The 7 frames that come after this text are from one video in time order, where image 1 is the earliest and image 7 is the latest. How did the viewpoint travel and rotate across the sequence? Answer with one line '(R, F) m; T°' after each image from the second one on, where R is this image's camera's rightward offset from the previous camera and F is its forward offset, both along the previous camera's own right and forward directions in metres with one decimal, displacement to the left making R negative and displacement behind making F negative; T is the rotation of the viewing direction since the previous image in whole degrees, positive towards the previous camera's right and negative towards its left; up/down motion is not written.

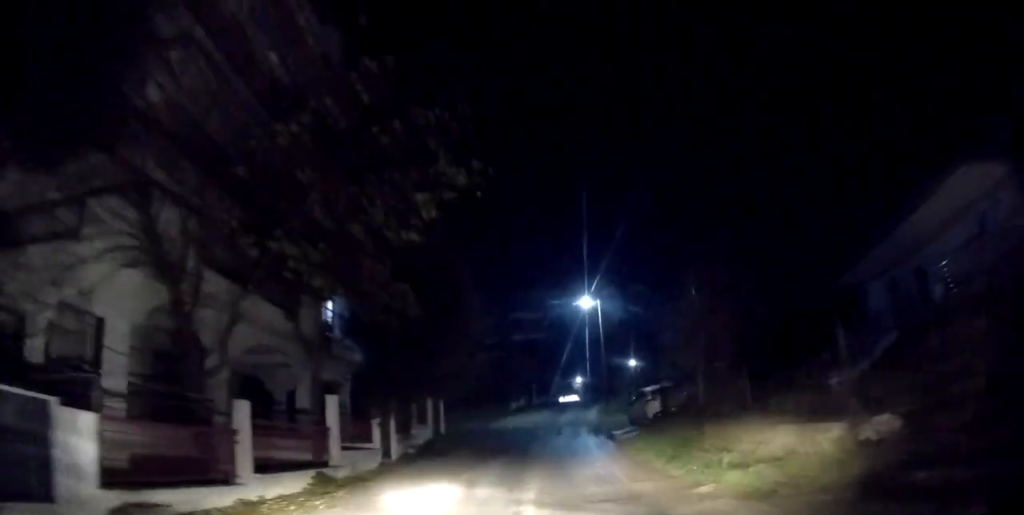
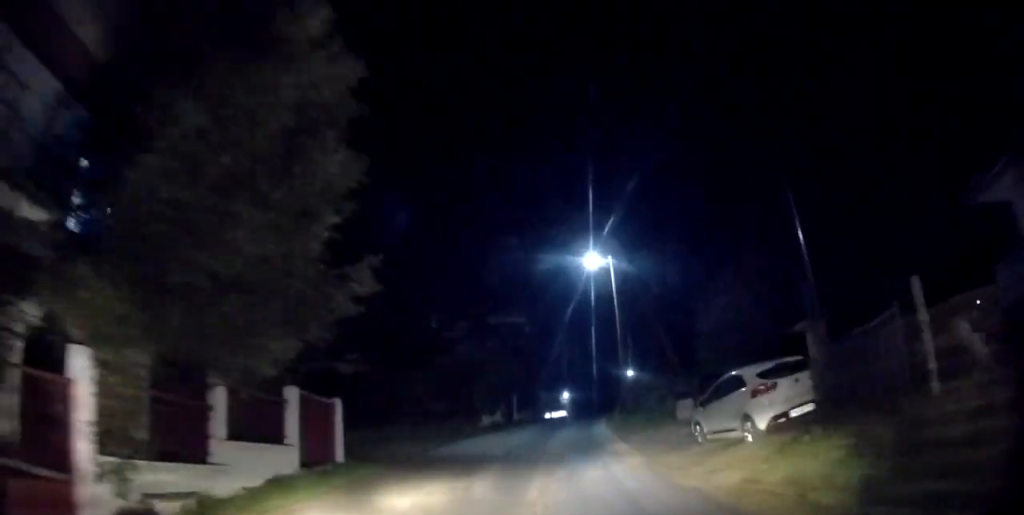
(+0.1, +11.6) m; -2°
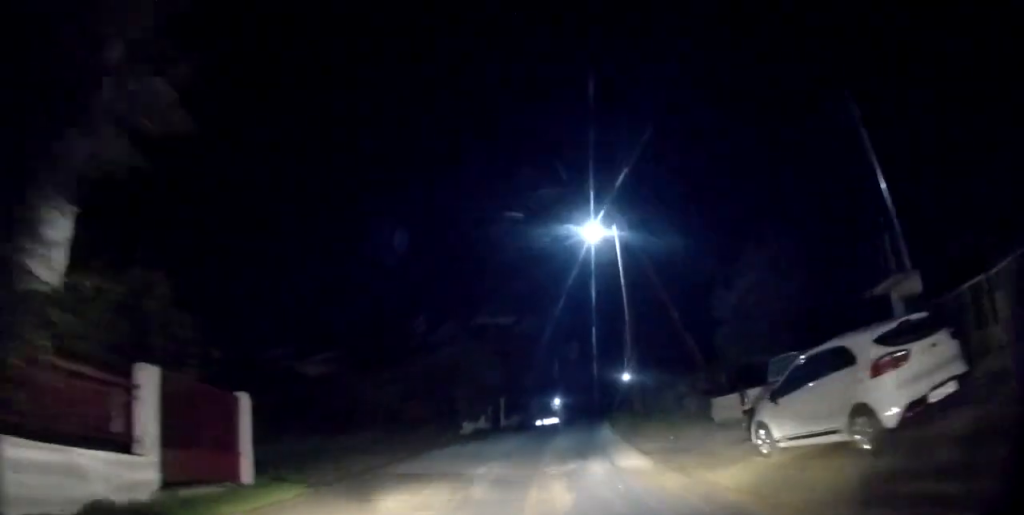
(-0.3, +4.1) m; +1°
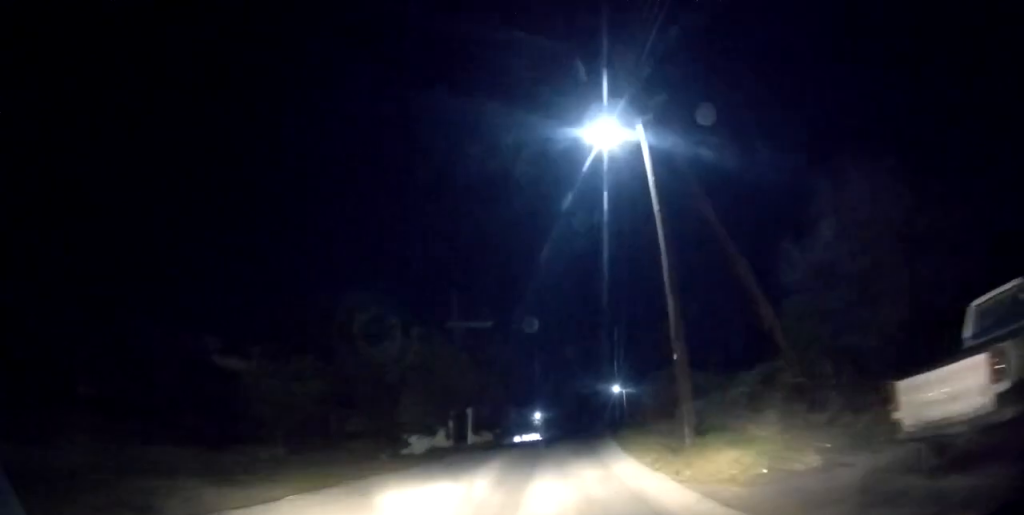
(+0.1, +7.1) m; +3°
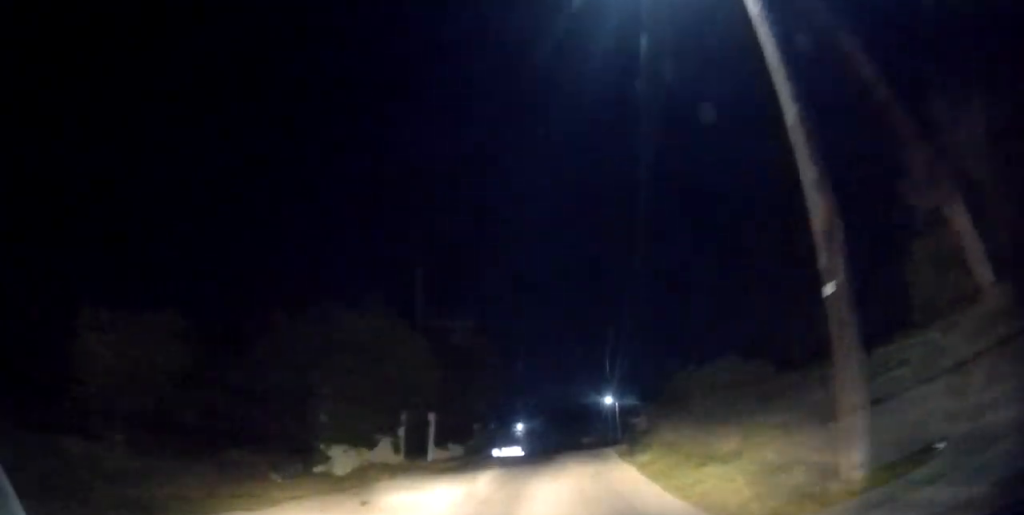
(+0.5, +6.0) m; +2°
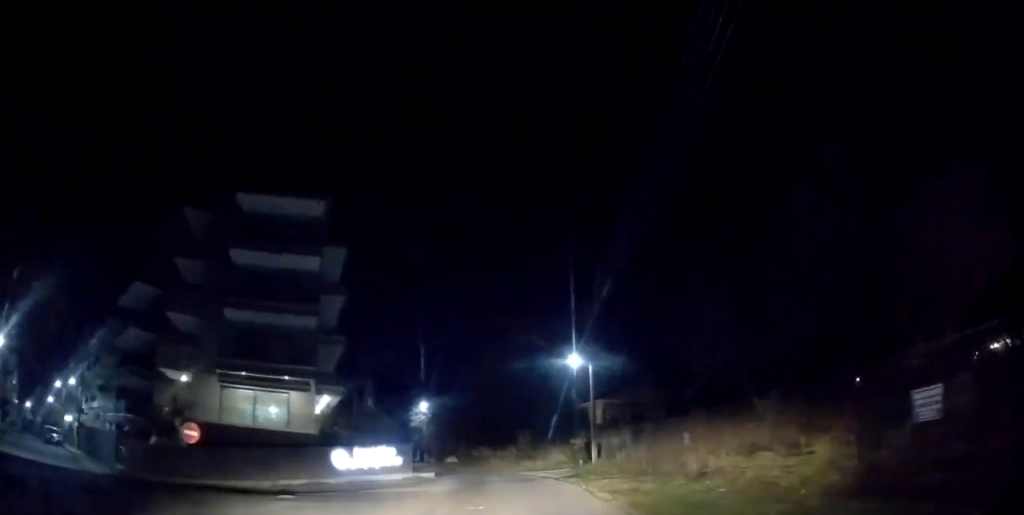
(+1.3, +27.6) m; +8°
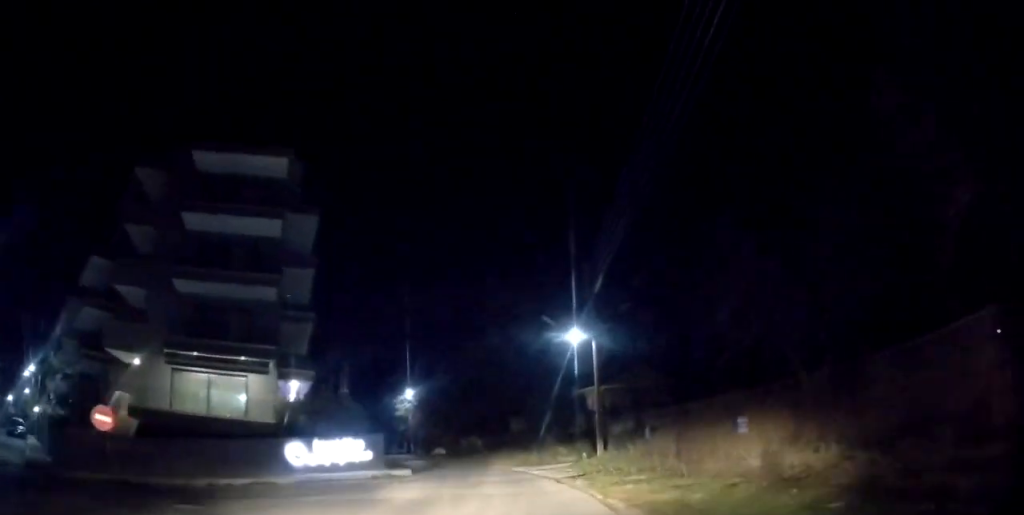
(+0.1, +4.4) m; 0°
